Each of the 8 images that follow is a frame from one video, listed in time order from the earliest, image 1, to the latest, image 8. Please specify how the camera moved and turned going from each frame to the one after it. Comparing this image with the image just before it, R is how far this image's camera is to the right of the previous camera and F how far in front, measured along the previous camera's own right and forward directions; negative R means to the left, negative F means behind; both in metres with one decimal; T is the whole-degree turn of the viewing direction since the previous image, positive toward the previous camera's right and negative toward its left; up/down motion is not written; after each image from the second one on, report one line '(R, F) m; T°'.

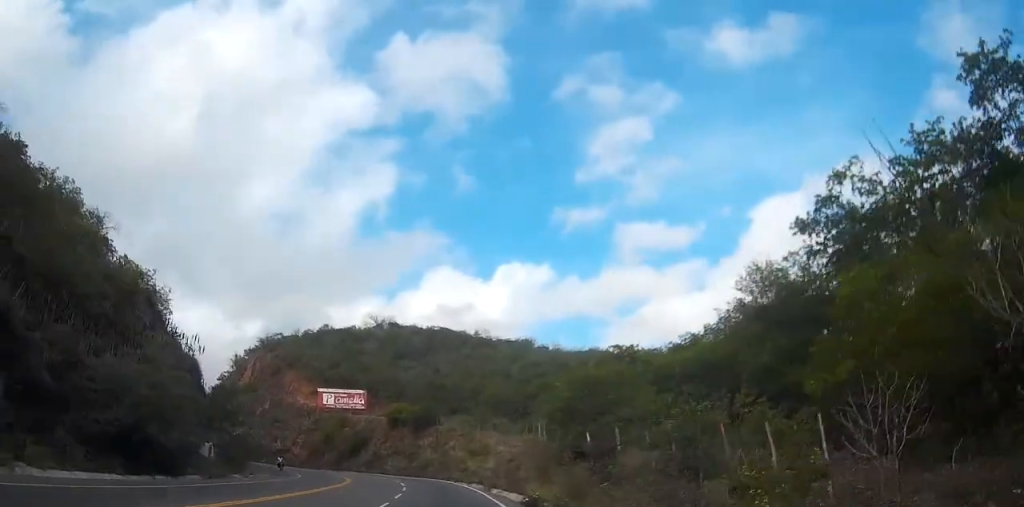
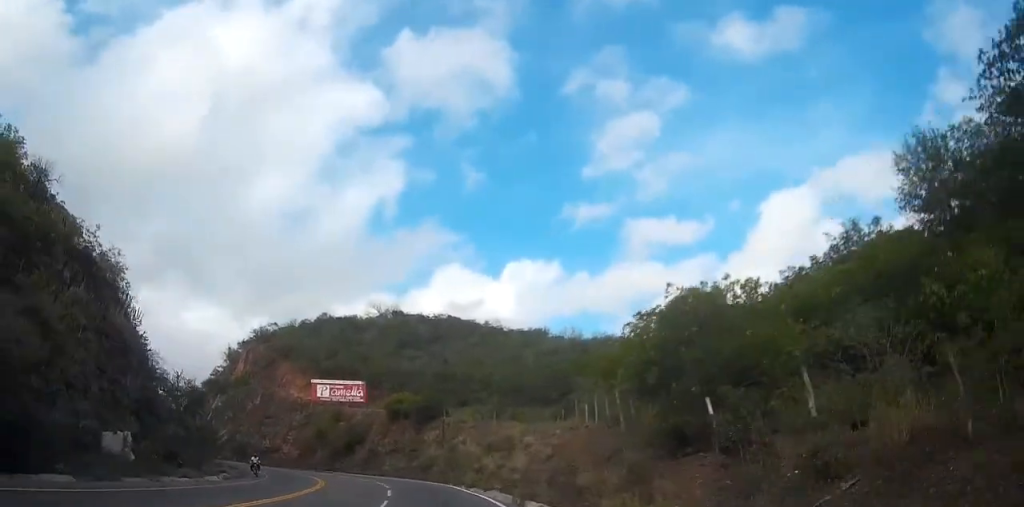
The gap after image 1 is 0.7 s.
(0.0, +14.4) m; 0°
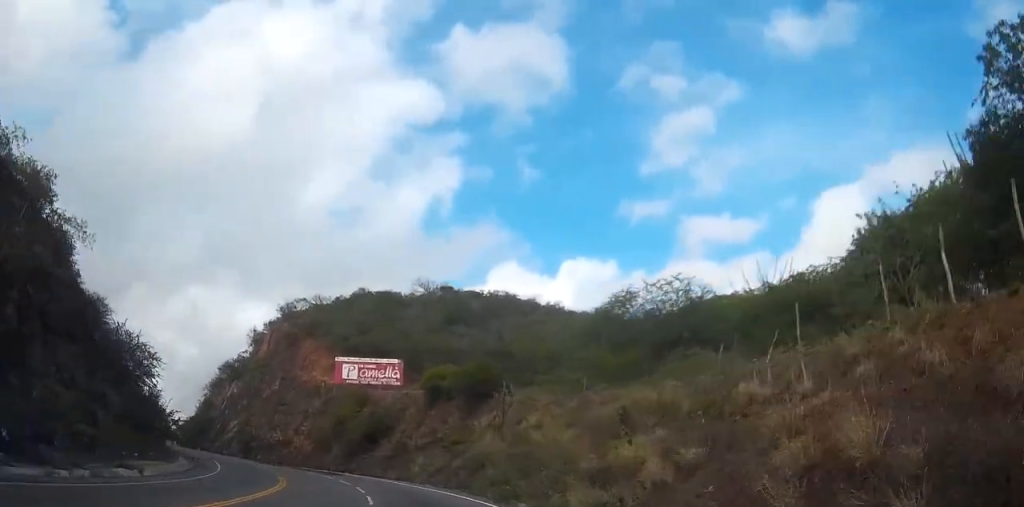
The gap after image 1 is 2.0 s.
(0.0, +24.1) m; -3°
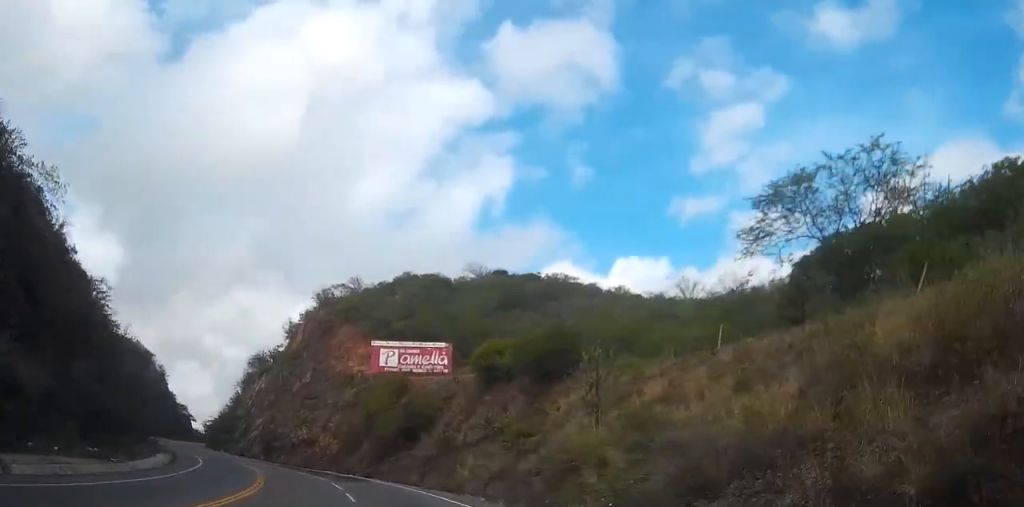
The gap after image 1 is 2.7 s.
(-0.5, +14.8) m; -5°
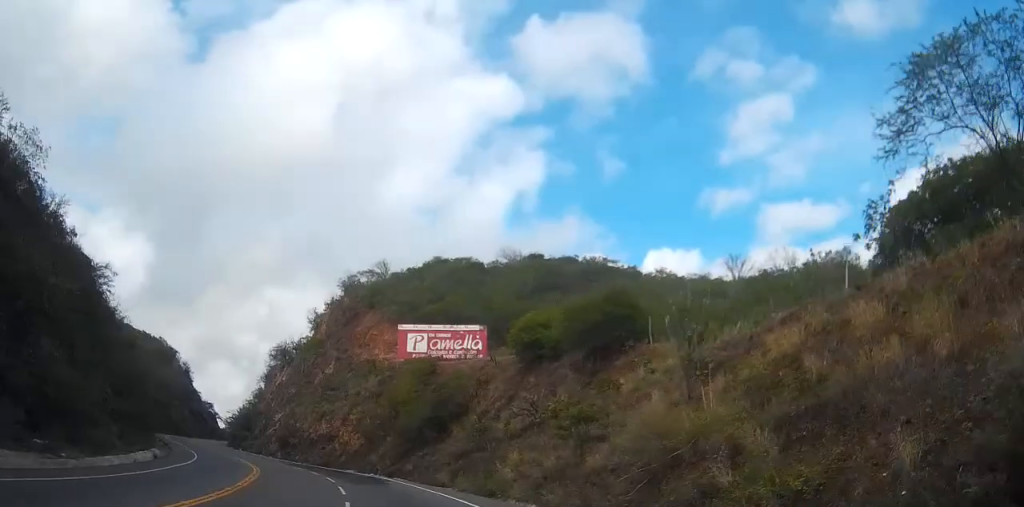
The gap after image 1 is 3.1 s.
(-0.3, +7.7) m; -4°
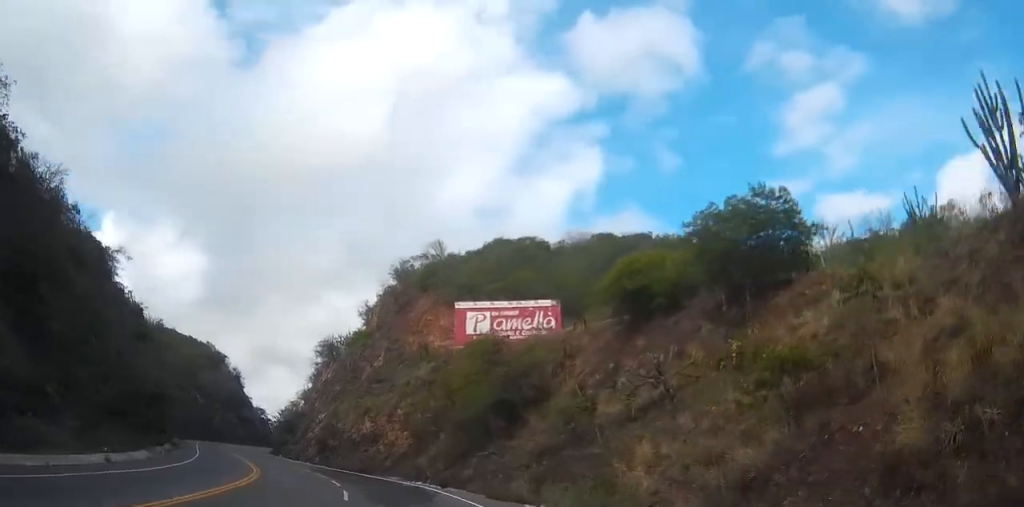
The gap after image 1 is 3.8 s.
(-0.7, +12.1) m; -6°
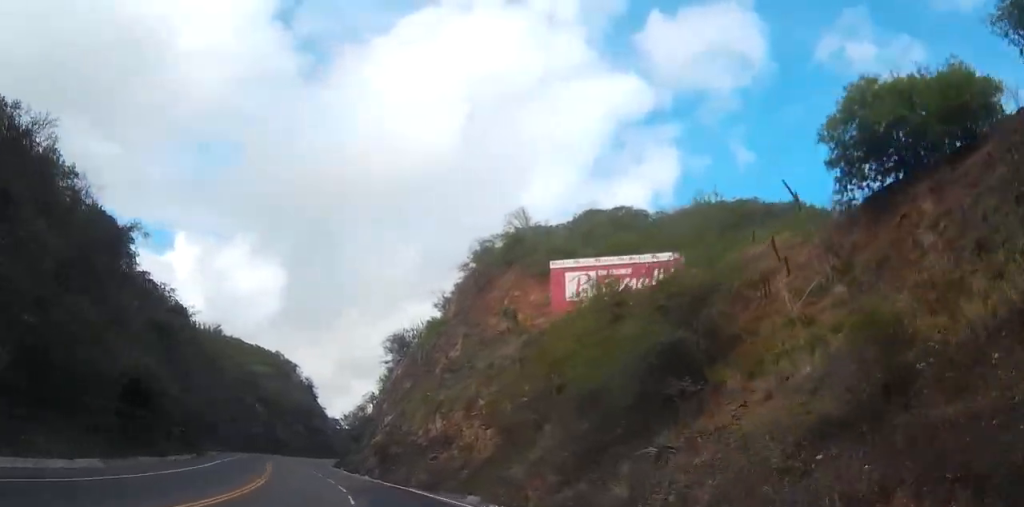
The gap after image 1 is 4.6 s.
(-0.8, +15.2) m; -7°
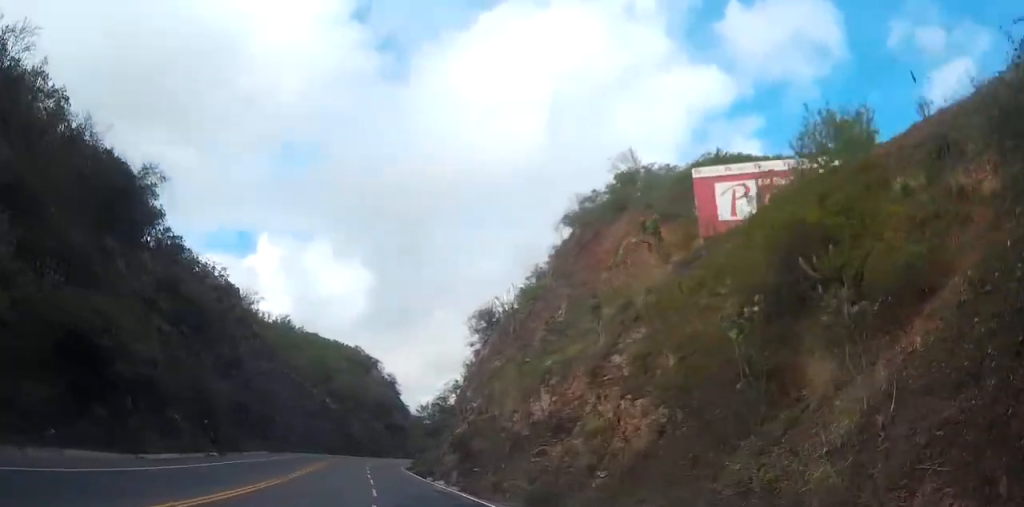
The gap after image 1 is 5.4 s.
(-1.2, +15.2) m; -4°
